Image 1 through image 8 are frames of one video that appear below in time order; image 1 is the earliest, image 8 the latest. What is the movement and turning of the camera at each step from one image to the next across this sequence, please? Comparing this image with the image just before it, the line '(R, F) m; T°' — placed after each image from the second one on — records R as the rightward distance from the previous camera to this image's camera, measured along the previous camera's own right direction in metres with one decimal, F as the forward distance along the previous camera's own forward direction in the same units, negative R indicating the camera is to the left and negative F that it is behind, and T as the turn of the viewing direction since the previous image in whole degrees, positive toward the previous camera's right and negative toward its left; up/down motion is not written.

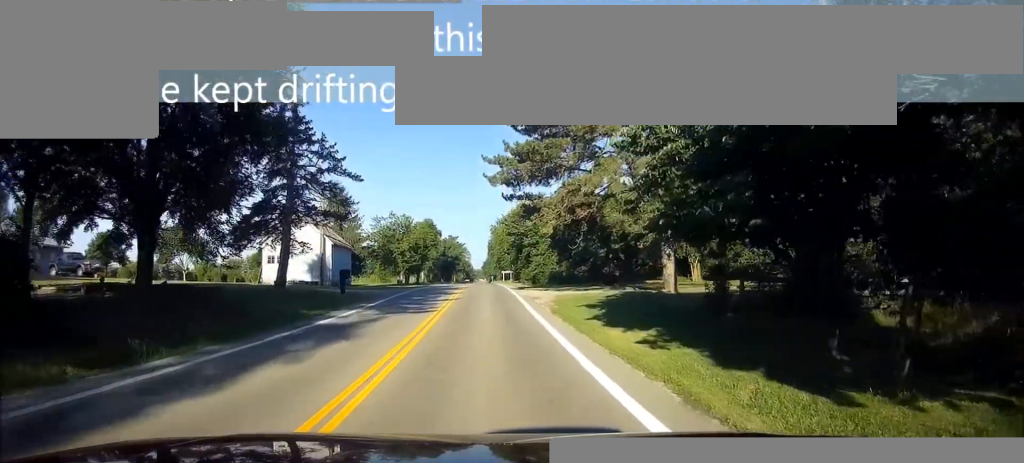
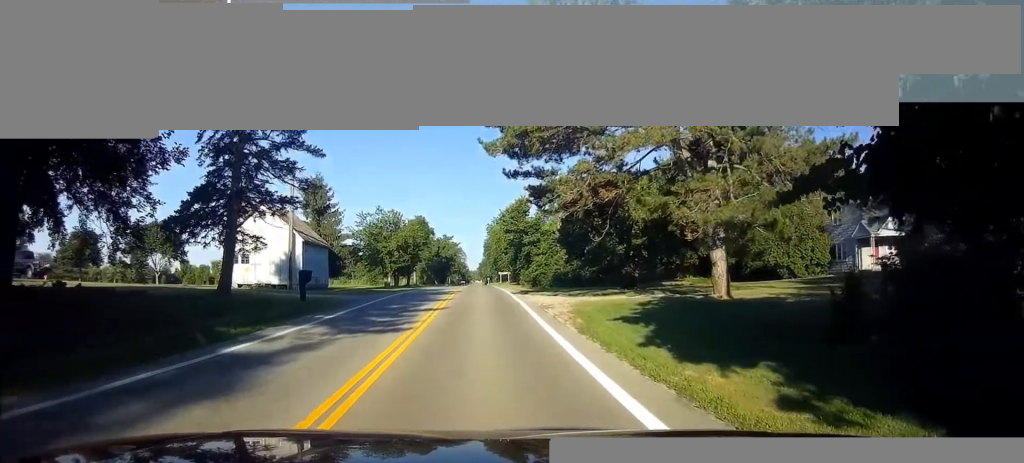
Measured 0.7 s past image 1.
(0.0, +6.8) m; 0°
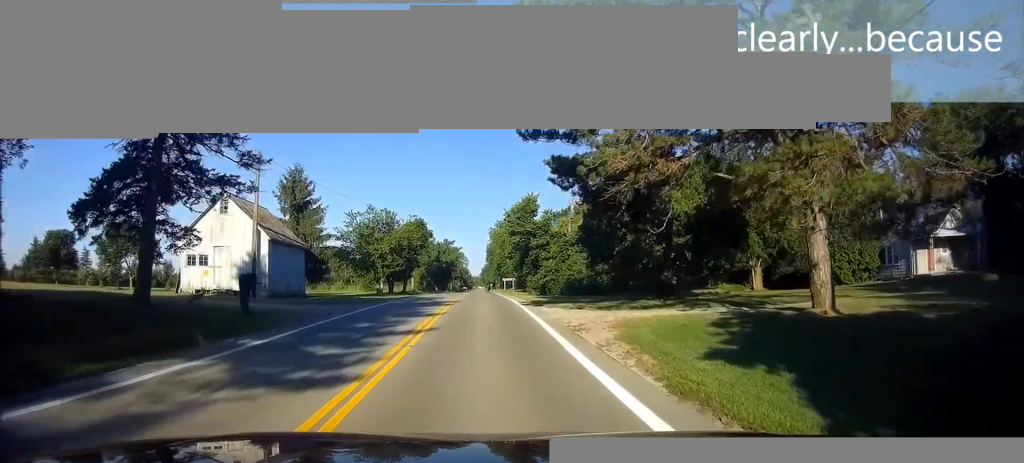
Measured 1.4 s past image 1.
(+0.1, +7.0) m; 0°
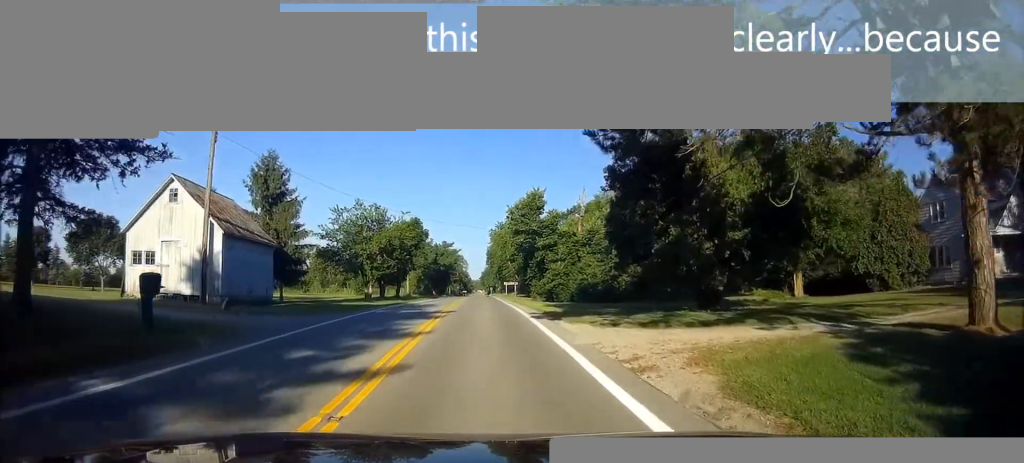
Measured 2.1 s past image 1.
(0.0, +6.2) m; 0°
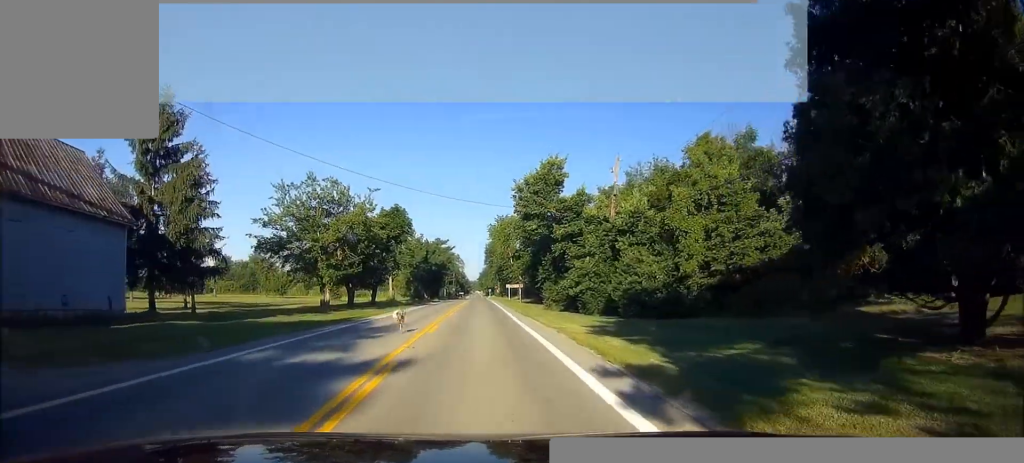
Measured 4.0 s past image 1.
(0.0, +15.3) m; +1°
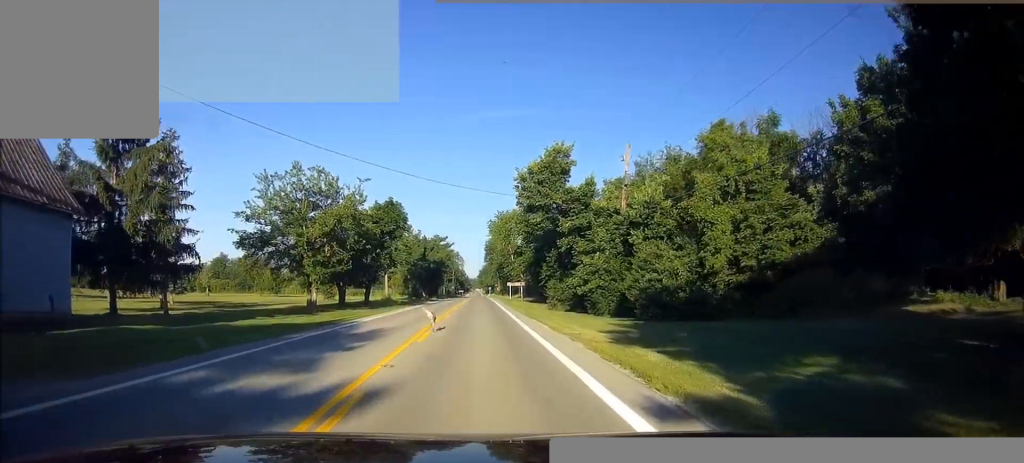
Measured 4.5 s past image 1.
(0.0, +3.2) m; 0°
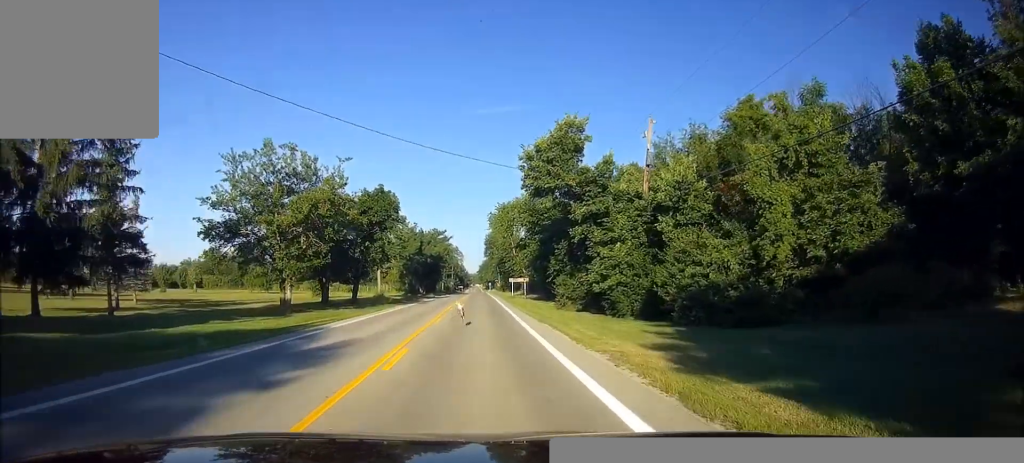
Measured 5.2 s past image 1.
(0.0, +5.2) m; 0°
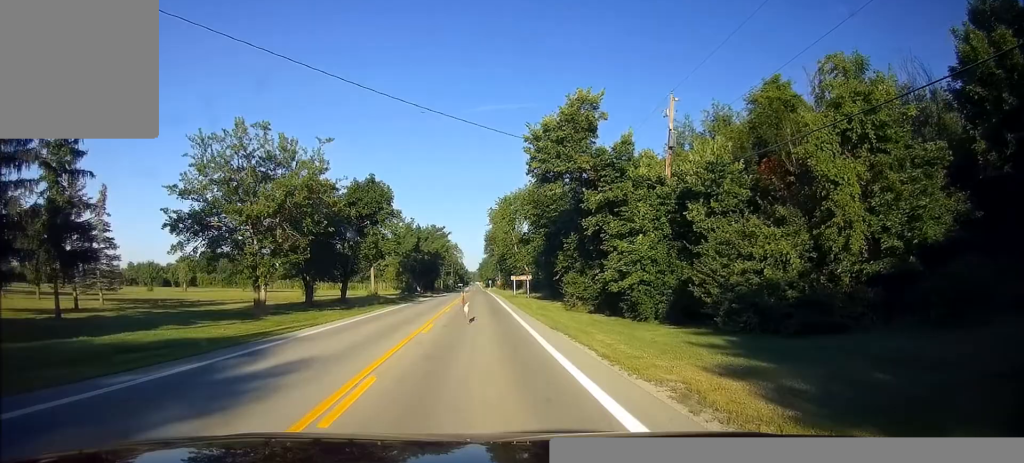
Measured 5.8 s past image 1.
(0.0, +4.0) m; 0°
